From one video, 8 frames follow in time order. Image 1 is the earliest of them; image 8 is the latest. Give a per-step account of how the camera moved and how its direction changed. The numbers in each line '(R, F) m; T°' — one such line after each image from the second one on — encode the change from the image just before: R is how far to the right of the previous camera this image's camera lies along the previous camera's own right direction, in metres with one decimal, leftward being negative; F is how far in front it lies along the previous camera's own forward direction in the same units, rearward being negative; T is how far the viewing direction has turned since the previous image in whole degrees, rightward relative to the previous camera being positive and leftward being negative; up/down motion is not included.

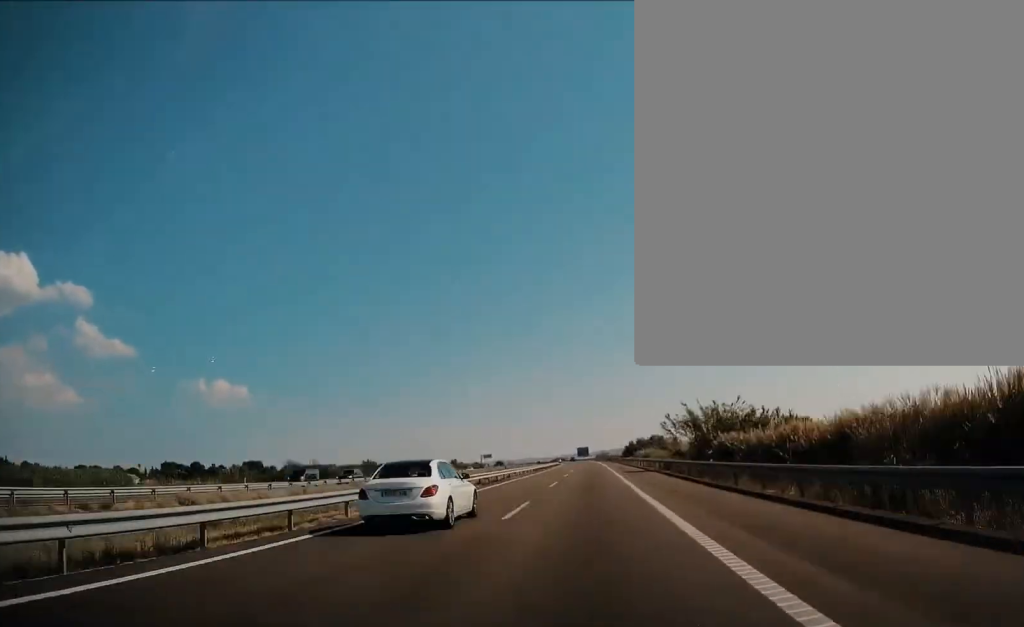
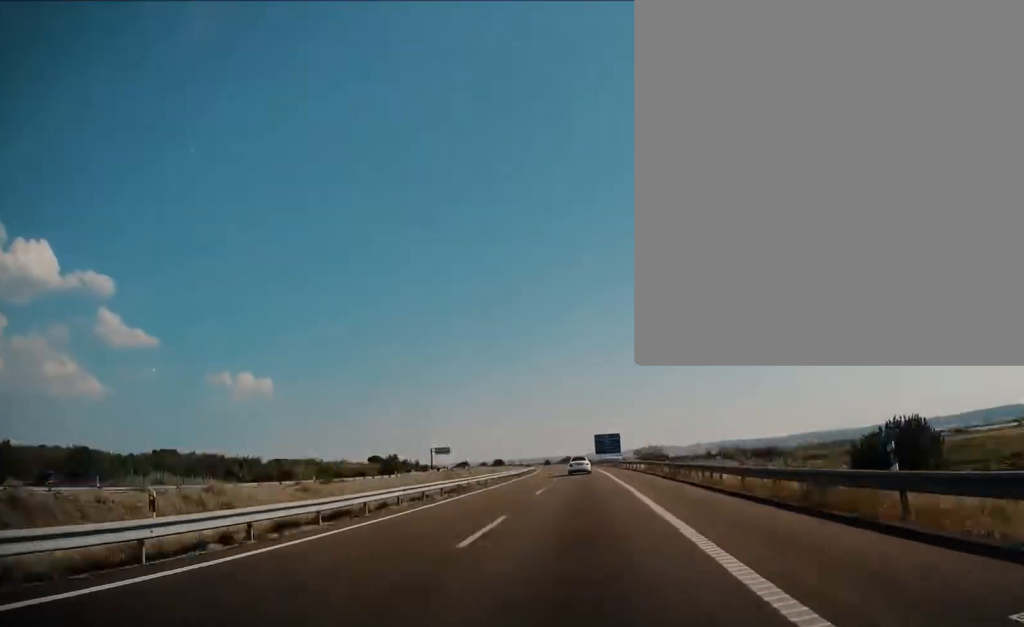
(+1.2, +175.9) m; -4°
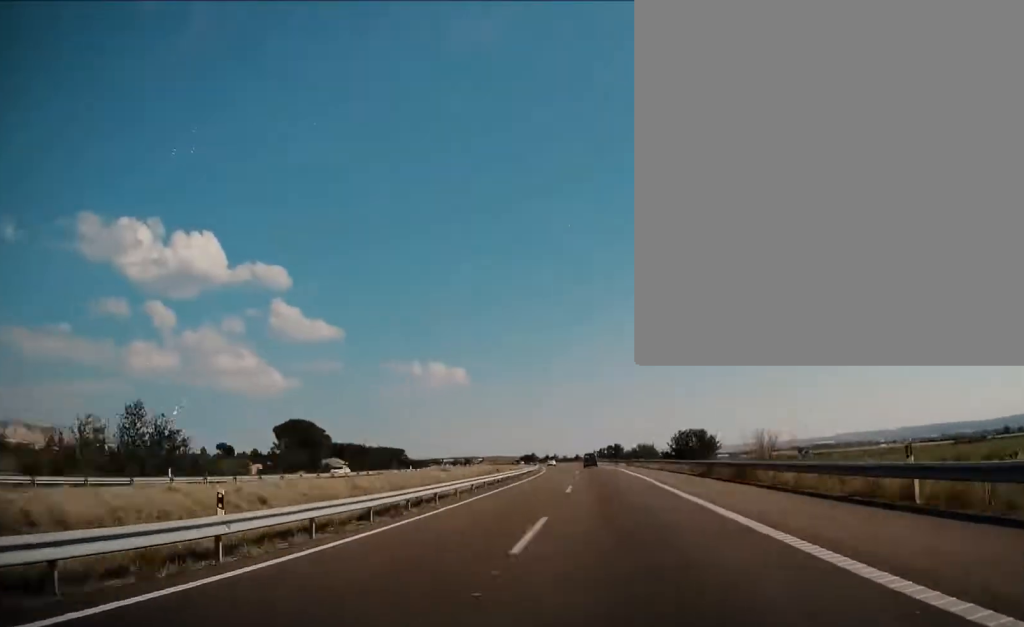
(-54.7, +414.6) m; -15°
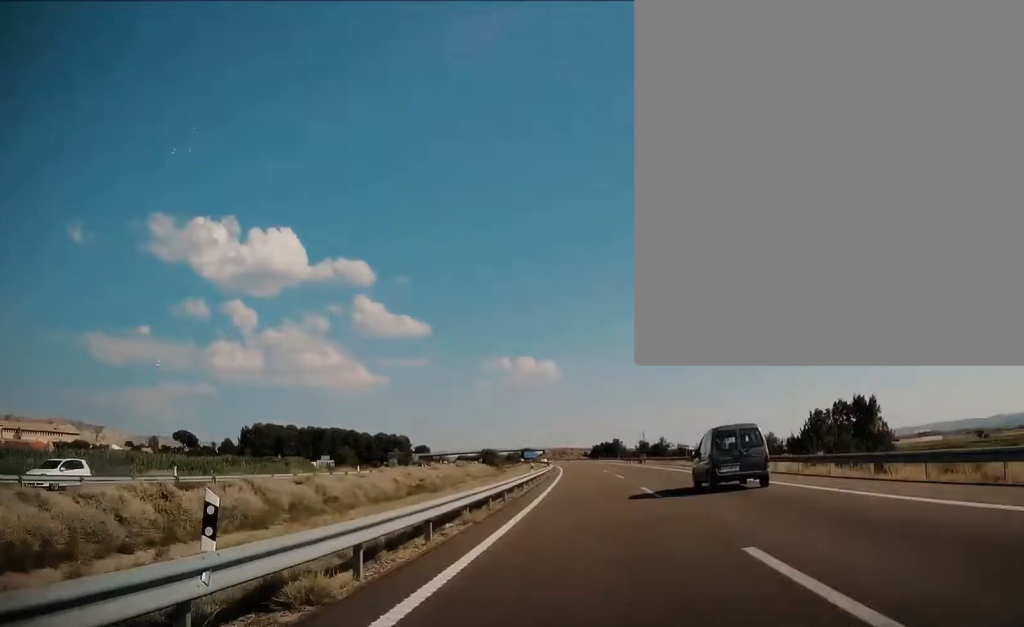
(-7.9, +200.4) m; -8°
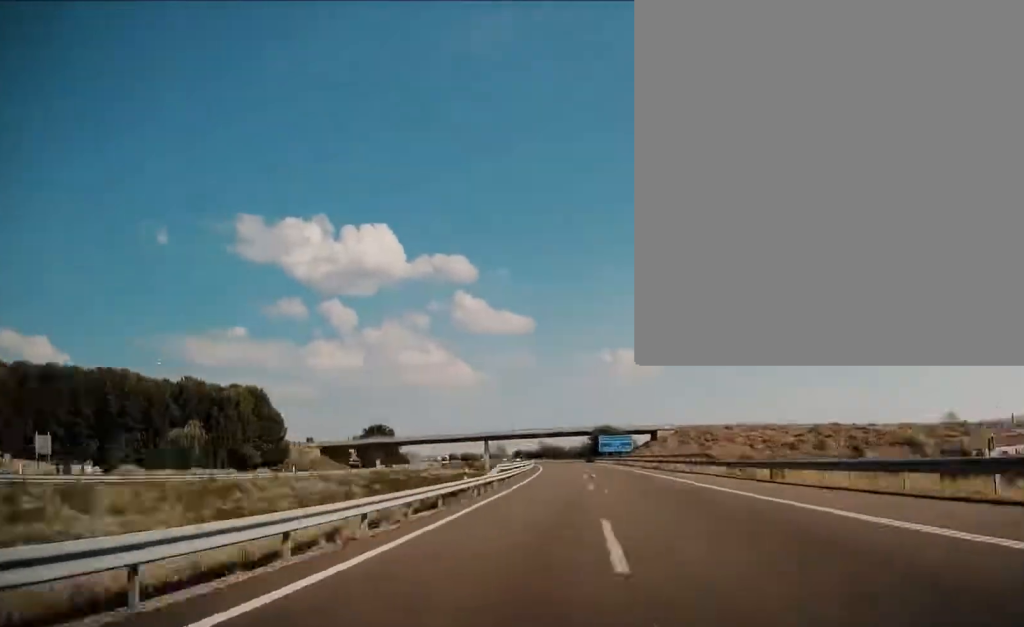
(-22.3, +238.6) m; -9°
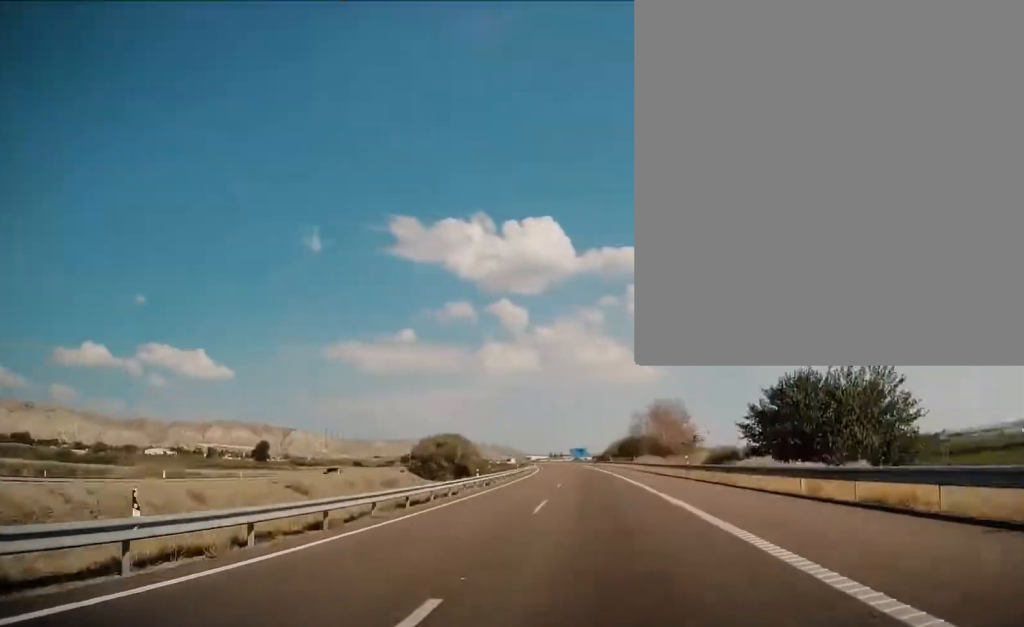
(-38.1, +354.3) m; -14°
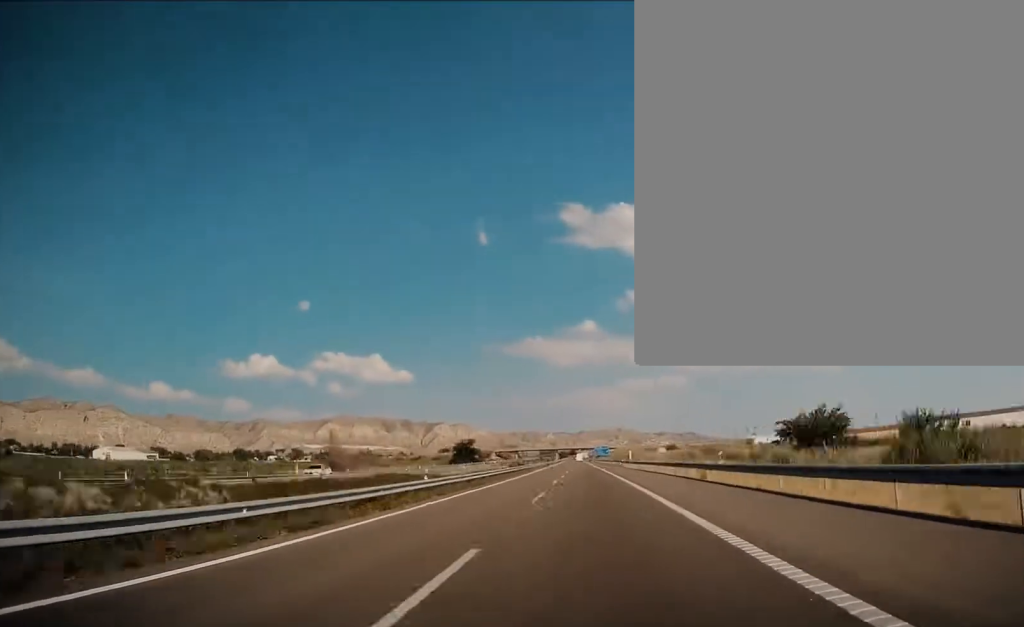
(-52.6, +418.3) m; -8°
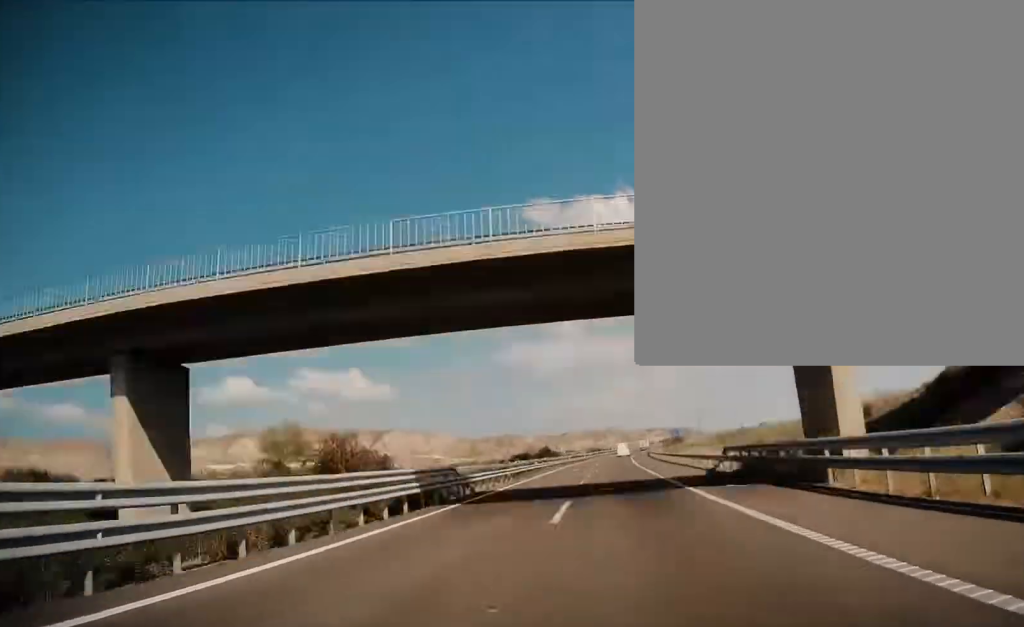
(+2.1, +357.8) m; +5°
